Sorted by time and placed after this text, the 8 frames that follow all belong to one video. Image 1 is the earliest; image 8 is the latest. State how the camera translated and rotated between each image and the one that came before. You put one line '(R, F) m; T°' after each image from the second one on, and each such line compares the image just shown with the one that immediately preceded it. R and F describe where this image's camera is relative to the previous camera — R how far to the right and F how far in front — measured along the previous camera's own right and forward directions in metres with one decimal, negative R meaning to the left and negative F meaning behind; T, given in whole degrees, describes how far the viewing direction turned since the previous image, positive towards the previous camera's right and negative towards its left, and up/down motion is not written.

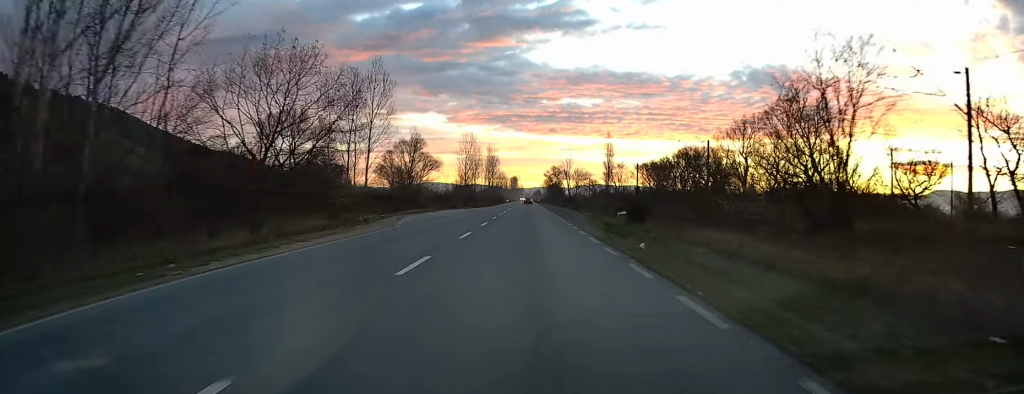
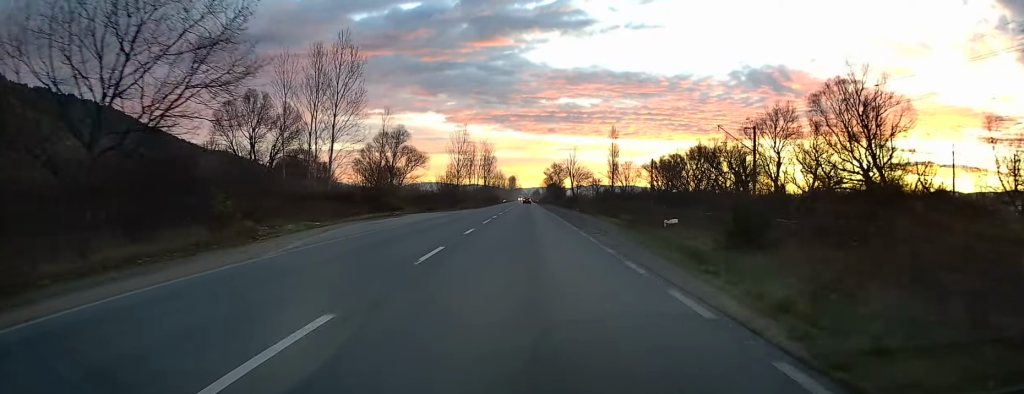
(0.0, +15.5) m; 0°
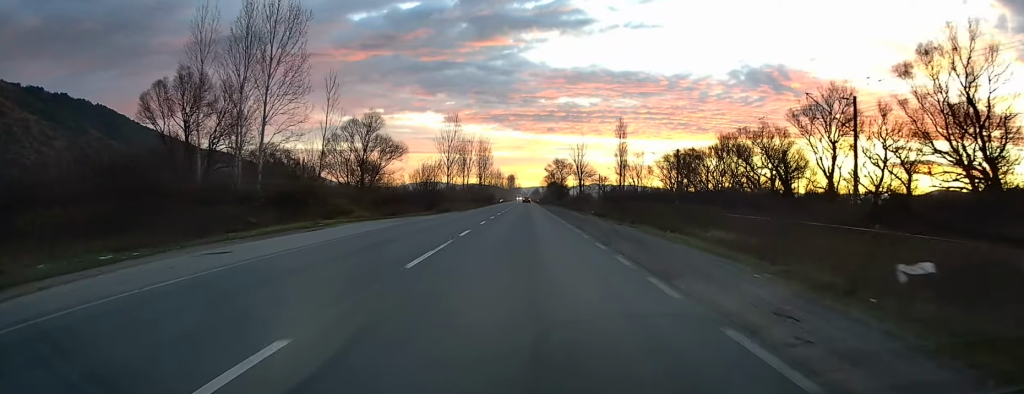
(0.0, +18.8) m; 0°
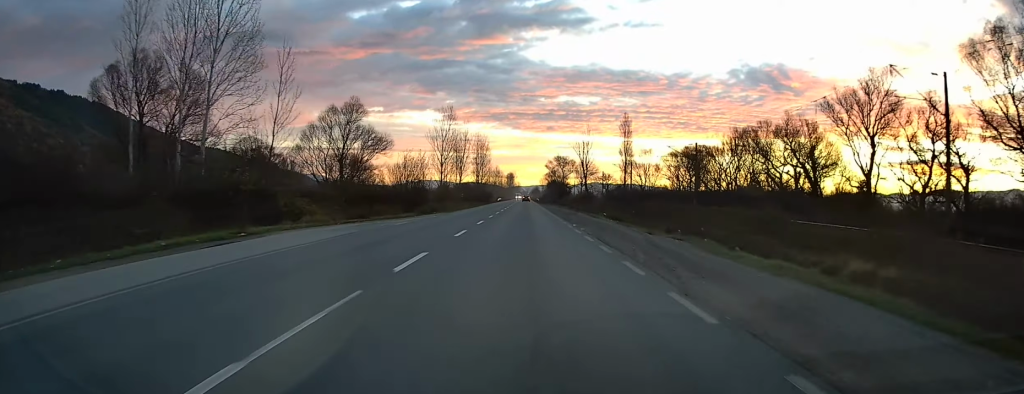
(0.0, +9.8) m; 0°
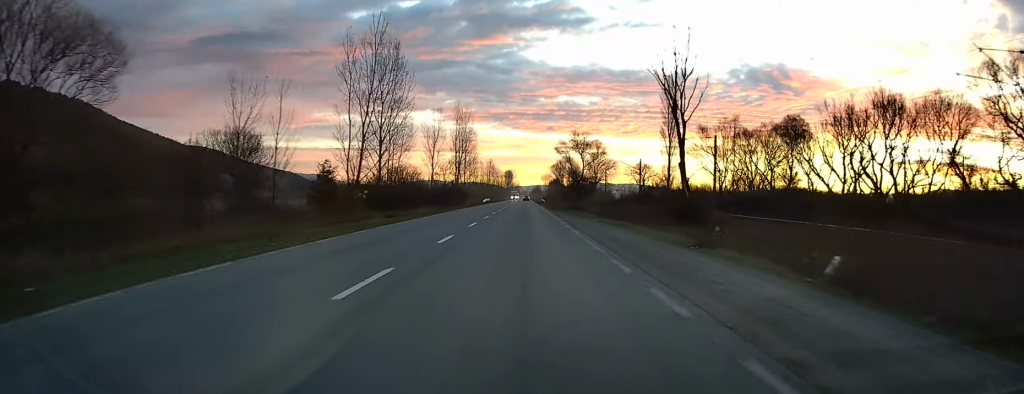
(+0.3, +56.4) m; 0°
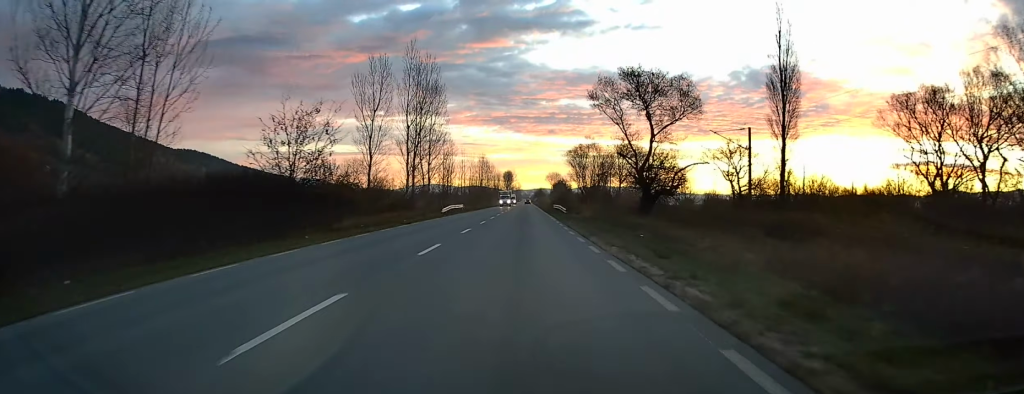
(-0.3, +56.3) m; 0°
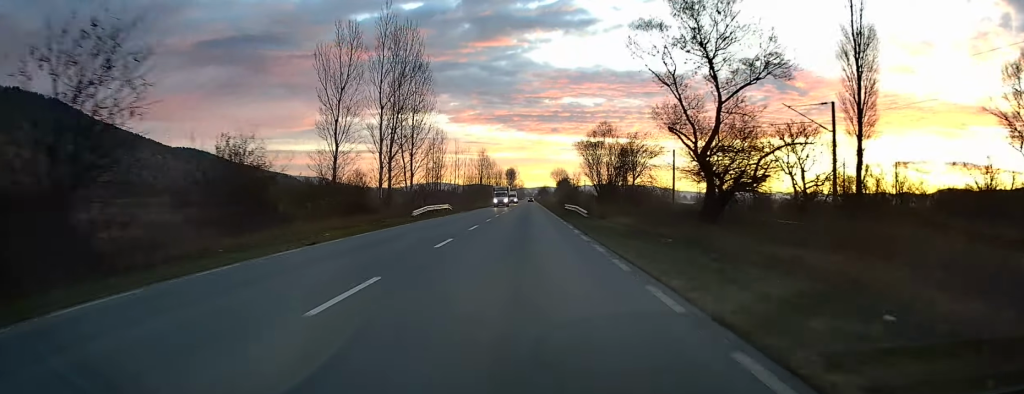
(0.0, +16.3) m; 0°
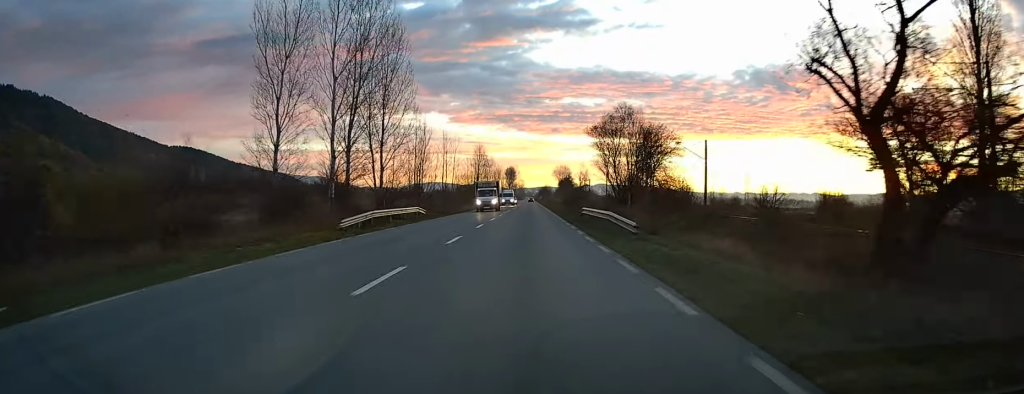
(0.0, +16.3) m; 0°
